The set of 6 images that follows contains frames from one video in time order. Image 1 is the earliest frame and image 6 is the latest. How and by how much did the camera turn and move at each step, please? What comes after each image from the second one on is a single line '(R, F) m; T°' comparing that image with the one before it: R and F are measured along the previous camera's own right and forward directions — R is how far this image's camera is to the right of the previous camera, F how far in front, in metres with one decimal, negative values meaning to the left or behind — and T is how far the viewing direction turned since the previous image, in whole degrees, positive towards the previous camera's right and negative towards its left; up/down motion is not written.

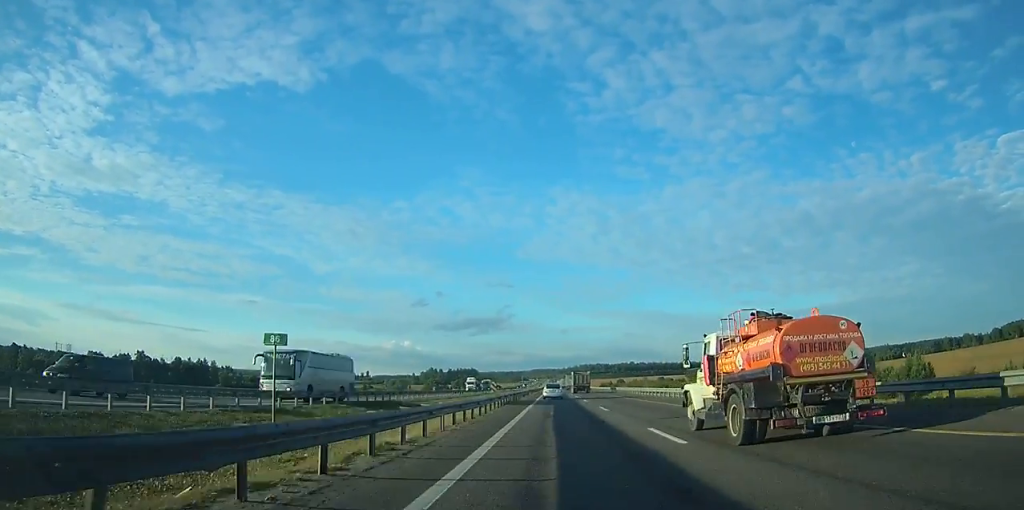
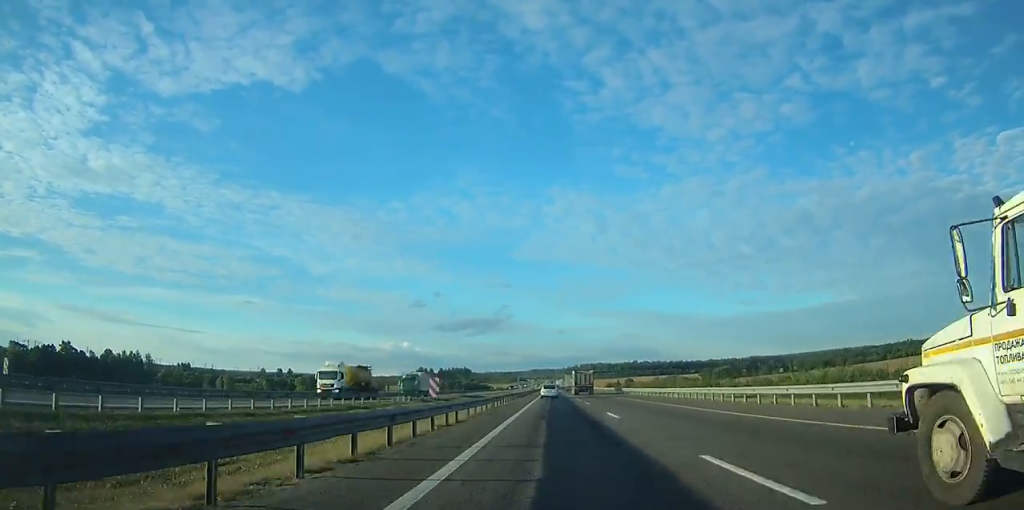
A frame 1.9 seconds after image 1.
(+0.1, +51.8) m; 0°
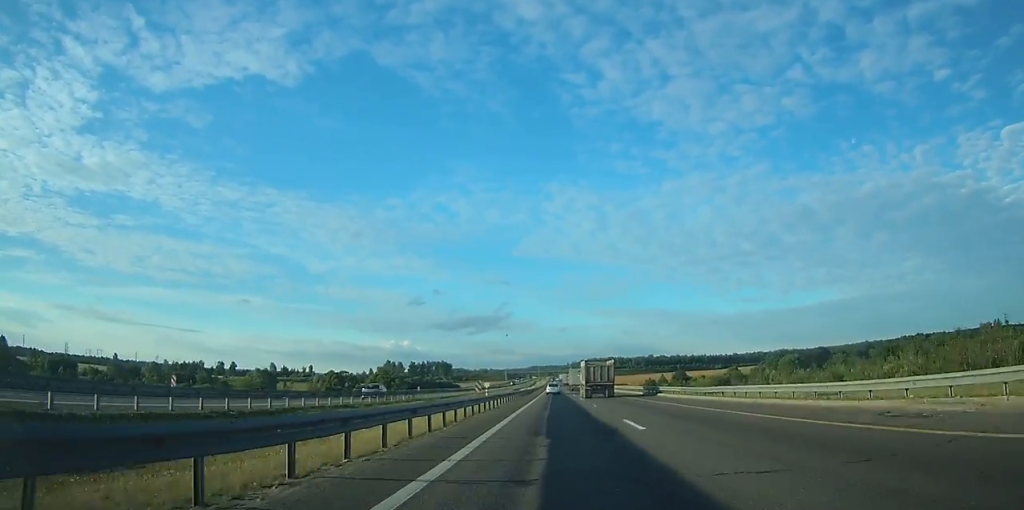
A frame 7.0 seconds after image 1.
(+0.2, +151.9) m; 0°
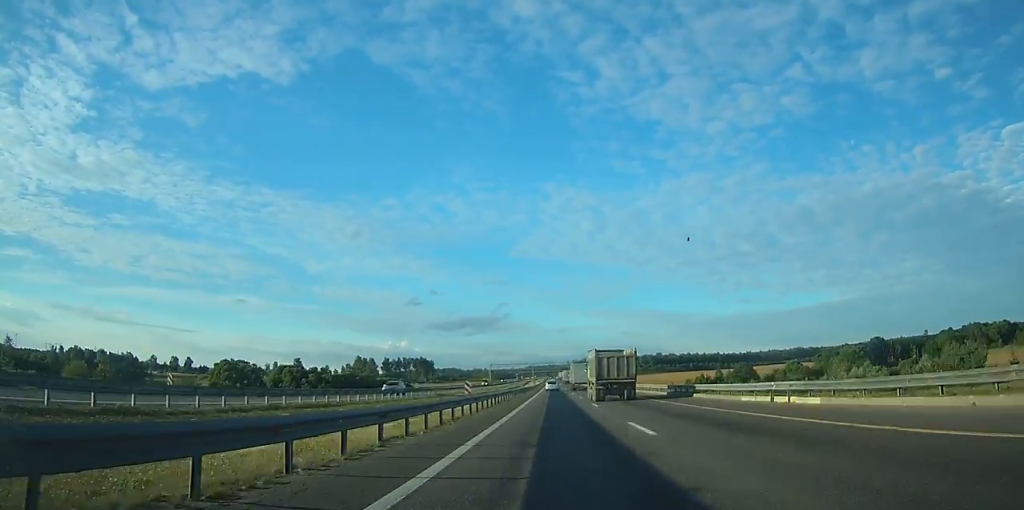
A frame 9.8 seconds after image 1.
(0.0, +84.6) m; 0°
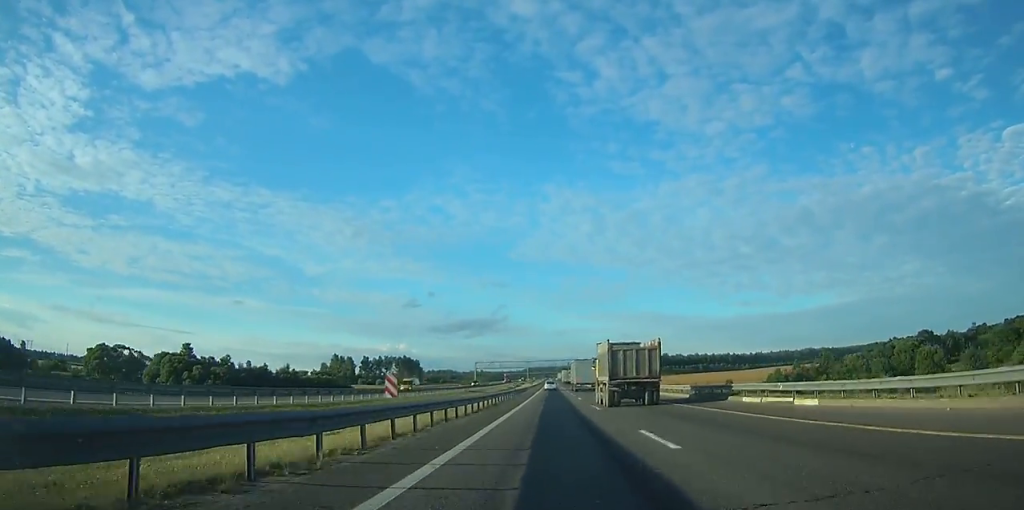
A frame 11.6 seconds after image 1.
(0.0, +52.3) m; 0°
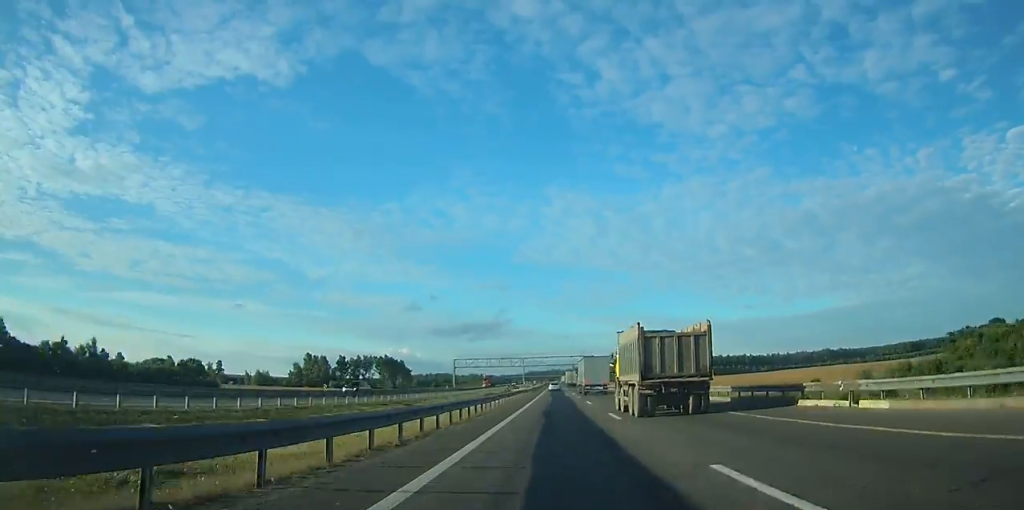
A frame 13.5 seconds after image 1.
(0.0, +54.1) m; 0°
